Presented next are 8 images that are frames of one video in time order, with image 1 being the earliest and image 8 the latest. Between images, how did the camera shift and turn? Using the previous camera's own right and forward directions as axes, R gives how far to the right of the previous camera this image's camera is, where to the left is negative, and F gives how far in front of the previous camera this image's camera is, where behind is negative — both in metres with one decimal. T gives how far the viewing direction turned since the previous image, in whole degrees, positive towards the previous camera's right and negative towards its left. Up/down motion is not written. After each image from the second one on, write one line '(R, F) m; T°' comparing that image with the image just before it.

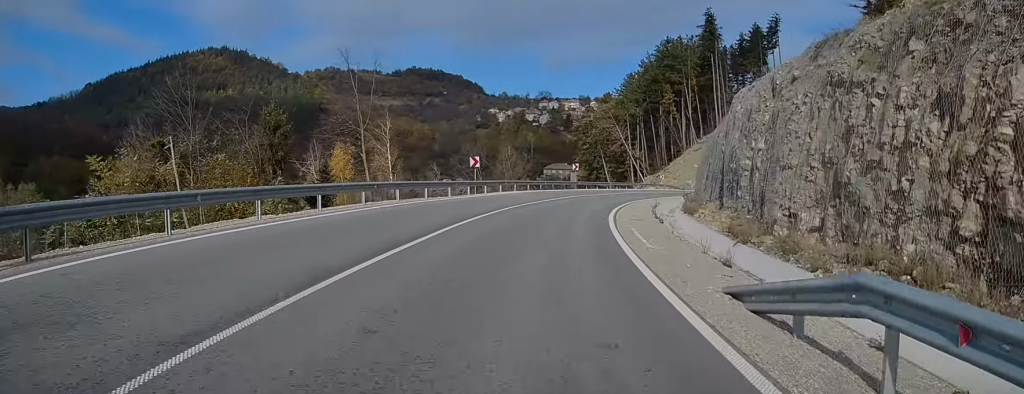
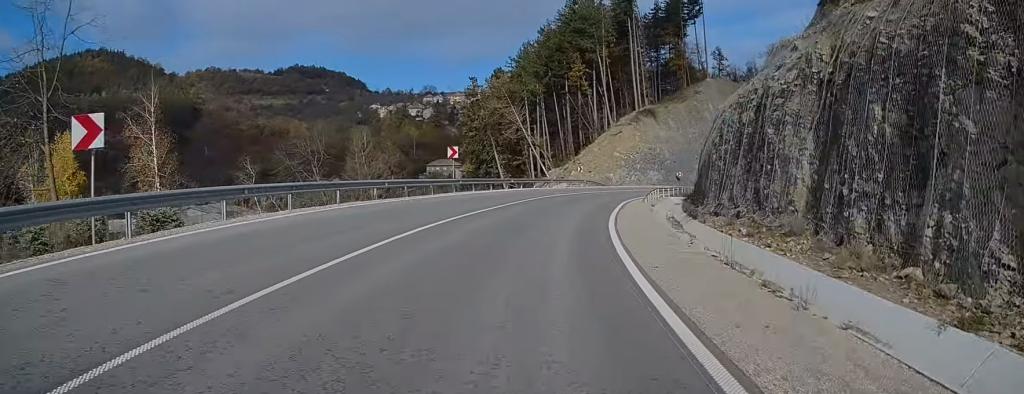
(+2.9, +31.5) m; +10°
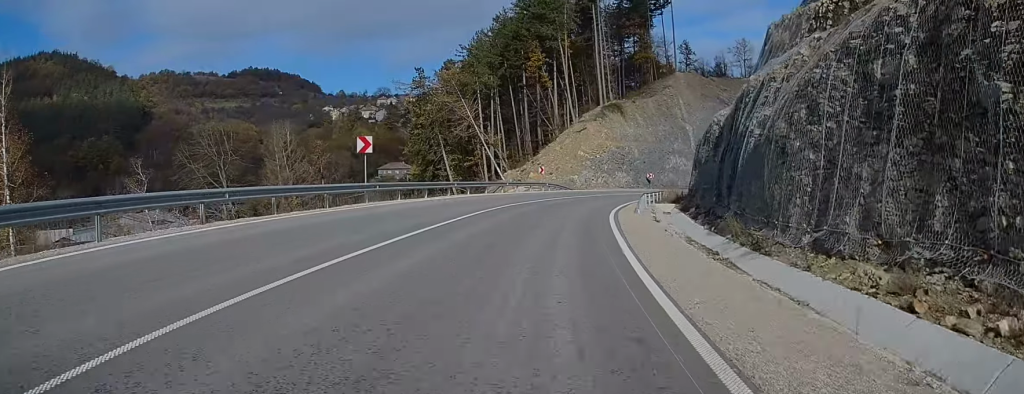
(+0.3, +11.7) m; +3°
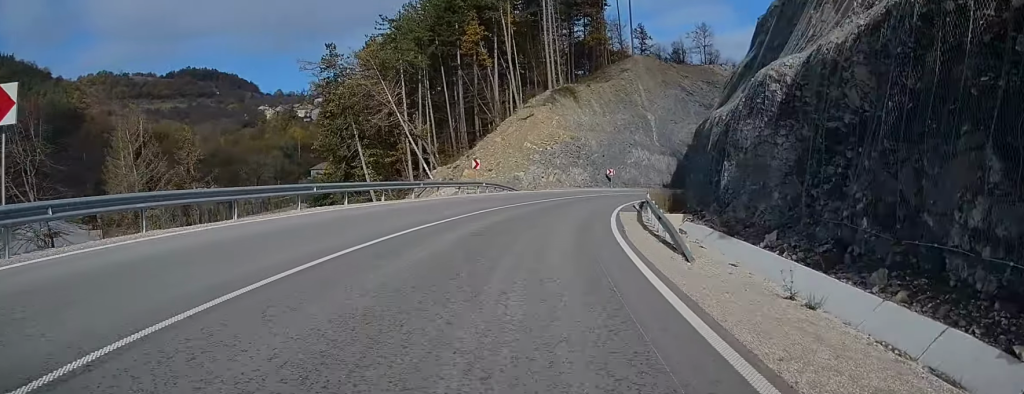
(+0.6, +18.1) m; +5°
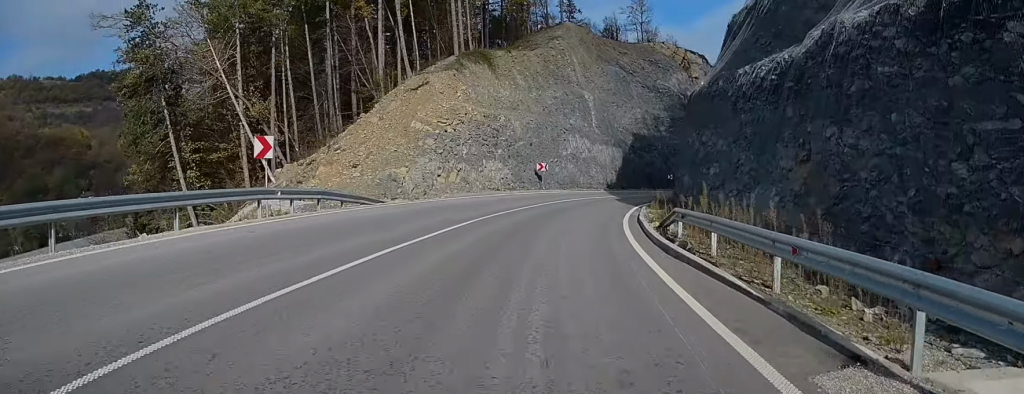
(+1.8, +27.1) m; +7°
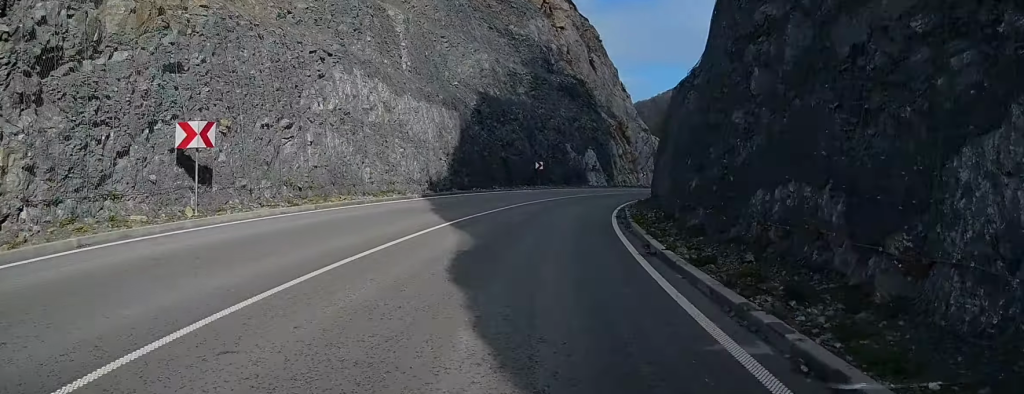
(+4.8, +42.1) m; +14°
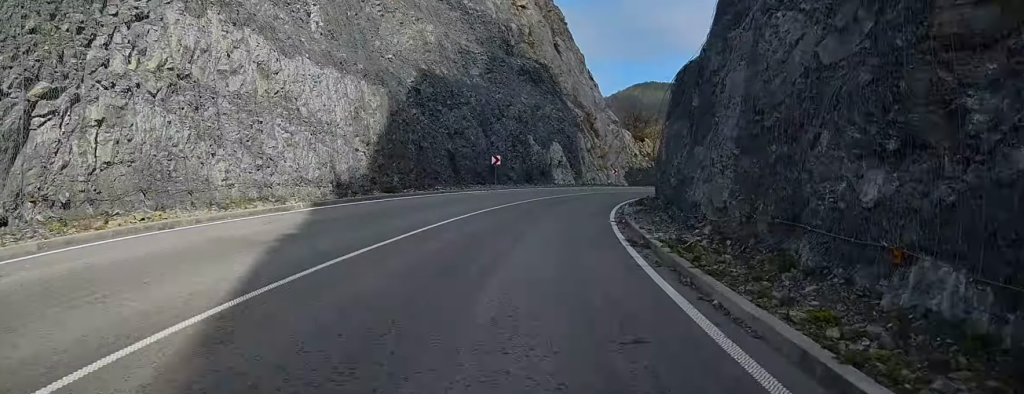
(+0.5, +11.7) m; +4°
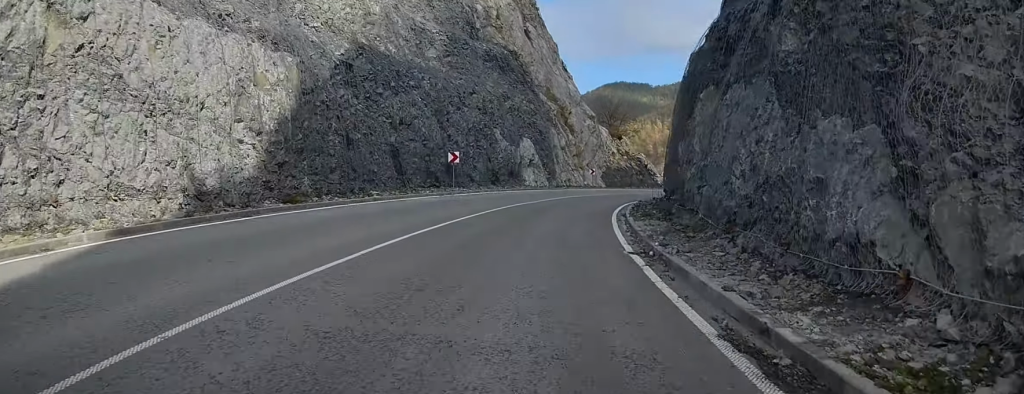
(+0.3, +8.9) m; +2°
